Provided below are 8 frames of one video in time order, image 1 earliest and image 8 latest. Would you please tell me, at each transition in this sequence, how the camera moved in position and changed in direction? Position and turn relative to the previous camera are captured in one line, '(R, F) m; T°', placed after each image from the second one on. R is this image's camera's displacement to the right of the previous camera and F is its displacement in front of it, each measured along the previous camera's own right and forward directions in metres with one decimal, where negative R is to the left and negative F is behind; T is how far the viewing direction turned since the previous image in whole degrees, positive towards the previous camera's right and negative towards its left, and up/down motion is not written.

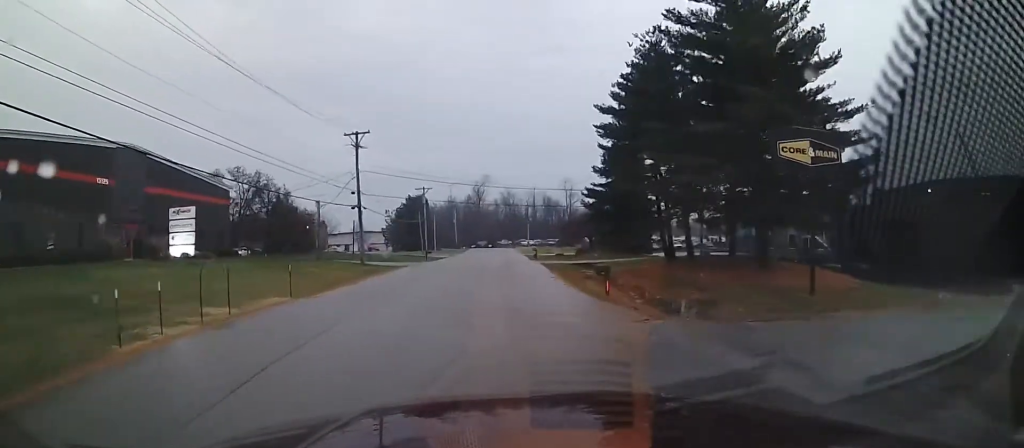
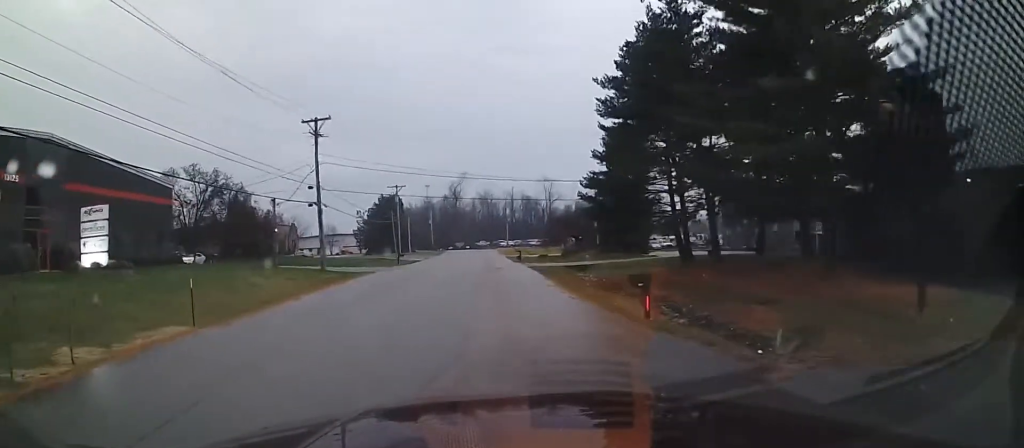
(+0.4, +7.5) m; +3°
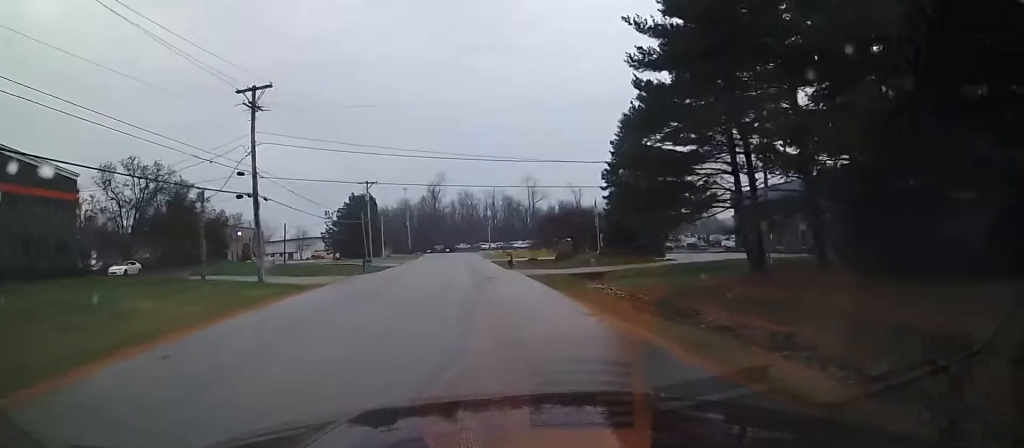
(+0.3, +10.7) m; +4°
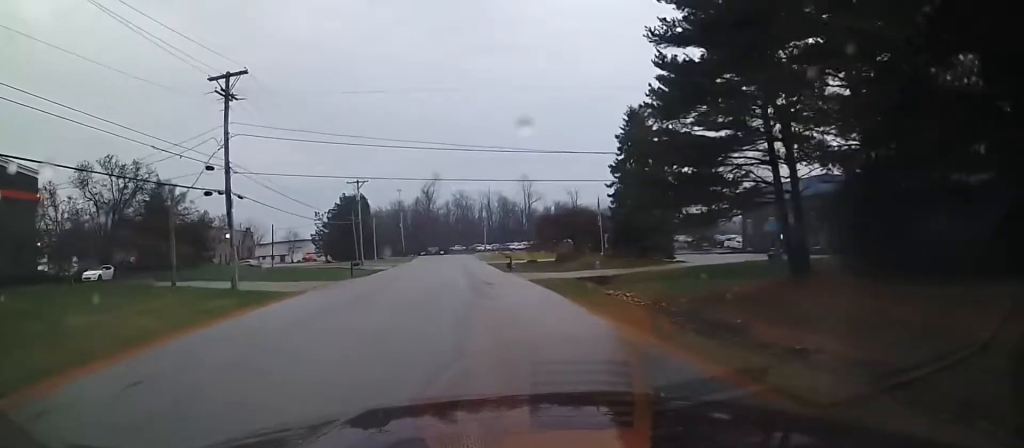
(+0.2, +3.6) m; 0°
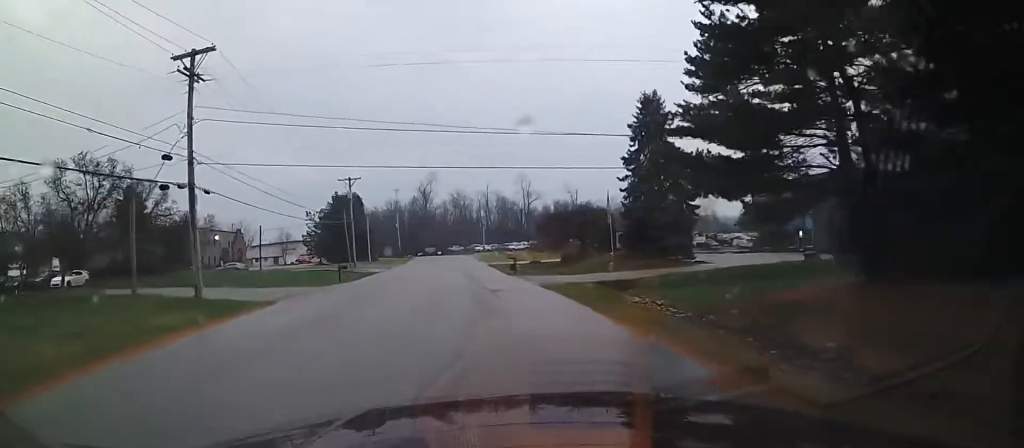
(-0.2, +4.6) m; 0°
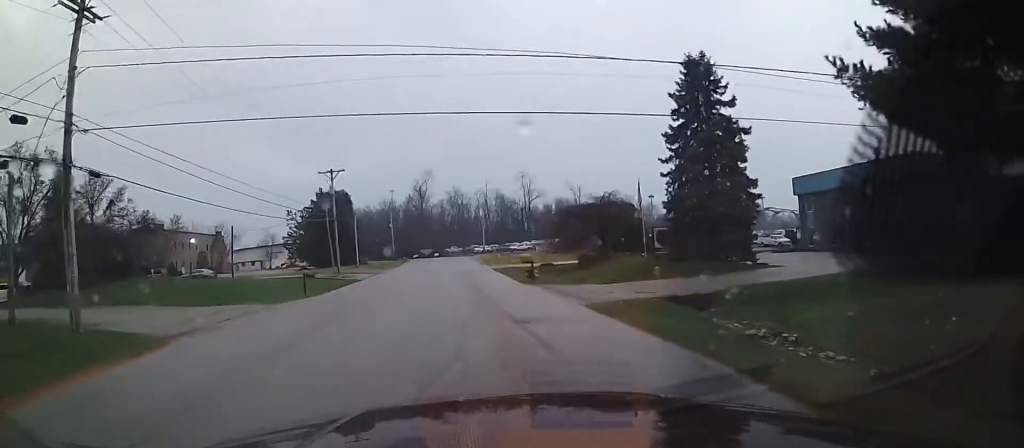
(+0.4, +10.3) m; +3°
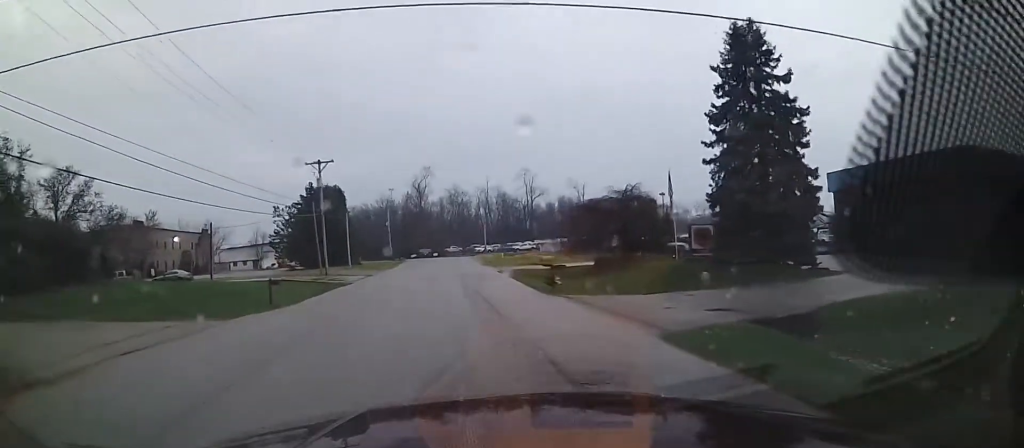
(0.0, +6.7) m; -1°
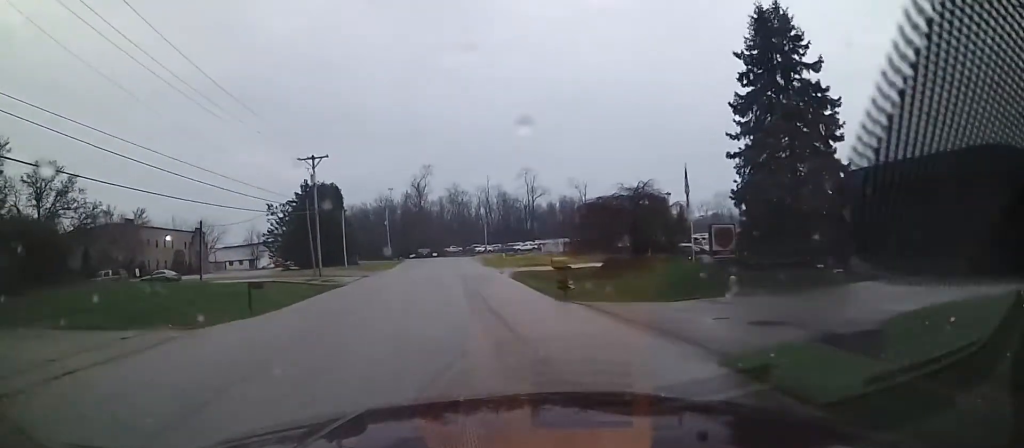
(0.0, +2.9) m; -2°
